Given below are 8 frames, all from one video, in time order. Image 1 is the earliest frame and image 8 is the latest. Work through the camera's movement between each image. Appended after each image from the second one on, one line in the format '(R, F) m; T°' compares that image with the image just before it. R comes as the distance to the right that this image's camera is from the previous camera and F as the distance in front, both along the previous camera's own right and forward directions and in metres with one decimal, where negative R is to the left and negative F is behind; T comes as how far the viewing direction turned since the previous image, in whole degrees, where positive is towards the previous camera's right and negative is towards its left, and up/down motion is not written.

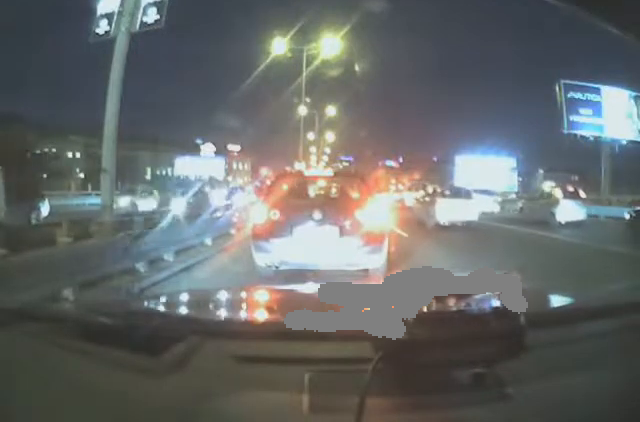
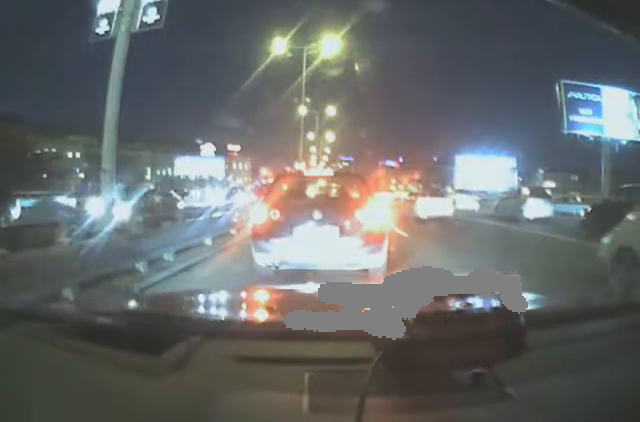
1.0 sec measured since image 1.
(-0.1, +0.3) m; 0°
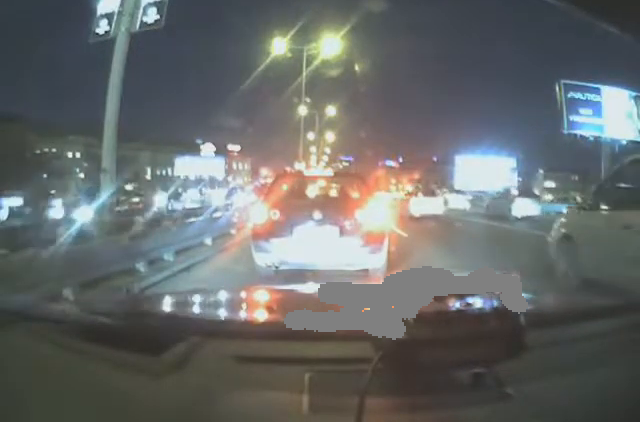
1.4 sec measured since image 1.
(0.0, 0.0) m; 0°
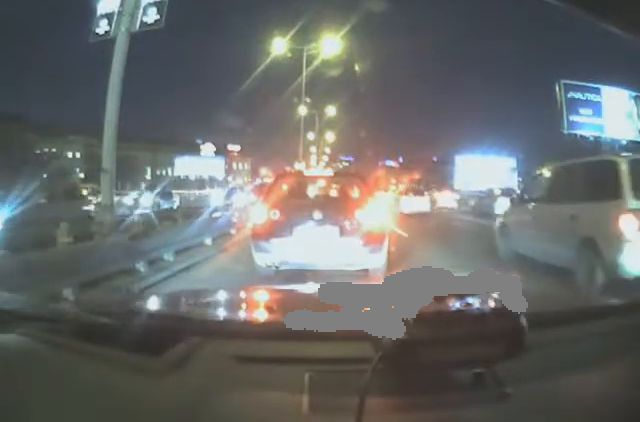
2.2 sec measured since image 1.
(-0.1, +0.3) m; 0°
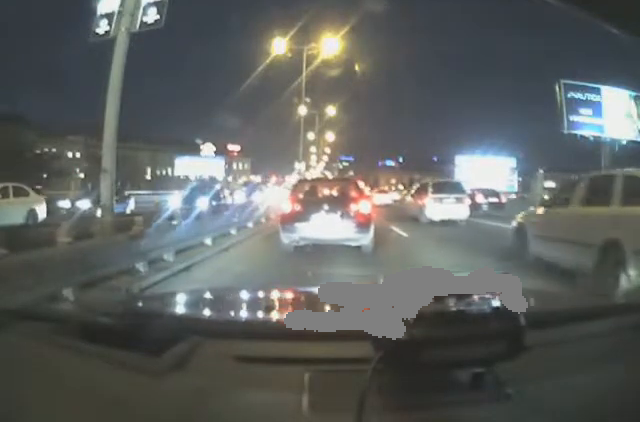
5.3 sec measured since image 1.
(-0.3, +1.0) m; 0°
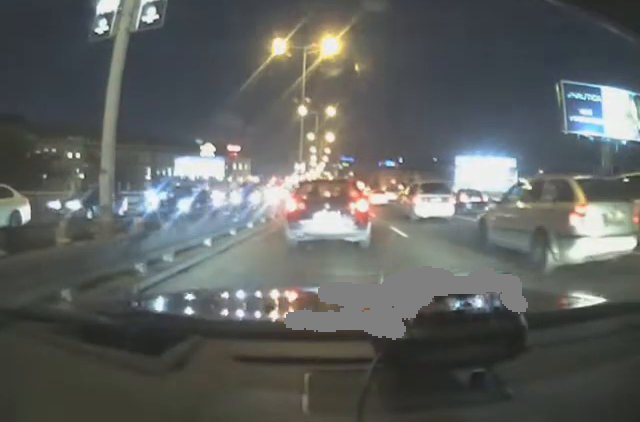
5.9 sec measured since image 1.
(0.0, +0.2) m; 0°
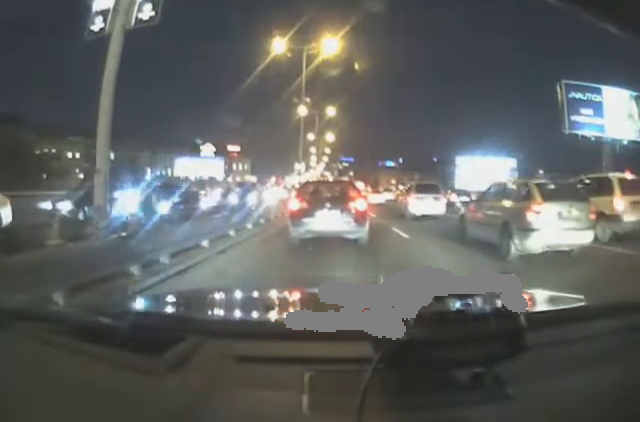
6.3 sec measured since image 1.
(0.0, +0.1) m; 0°
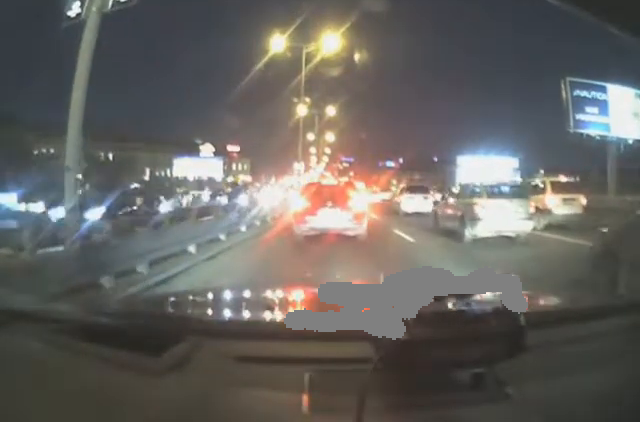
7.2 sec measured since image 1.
(-0.1, +0.3) m; 0°
